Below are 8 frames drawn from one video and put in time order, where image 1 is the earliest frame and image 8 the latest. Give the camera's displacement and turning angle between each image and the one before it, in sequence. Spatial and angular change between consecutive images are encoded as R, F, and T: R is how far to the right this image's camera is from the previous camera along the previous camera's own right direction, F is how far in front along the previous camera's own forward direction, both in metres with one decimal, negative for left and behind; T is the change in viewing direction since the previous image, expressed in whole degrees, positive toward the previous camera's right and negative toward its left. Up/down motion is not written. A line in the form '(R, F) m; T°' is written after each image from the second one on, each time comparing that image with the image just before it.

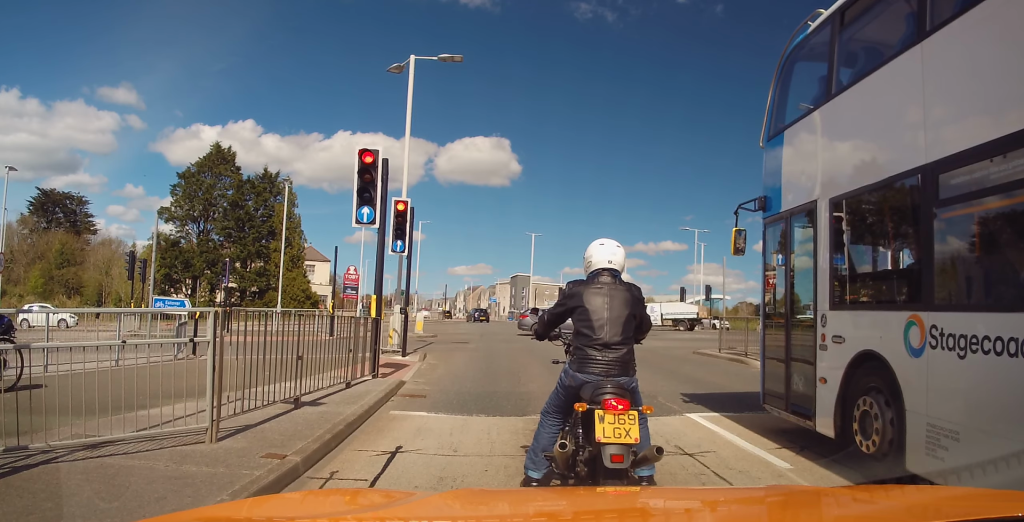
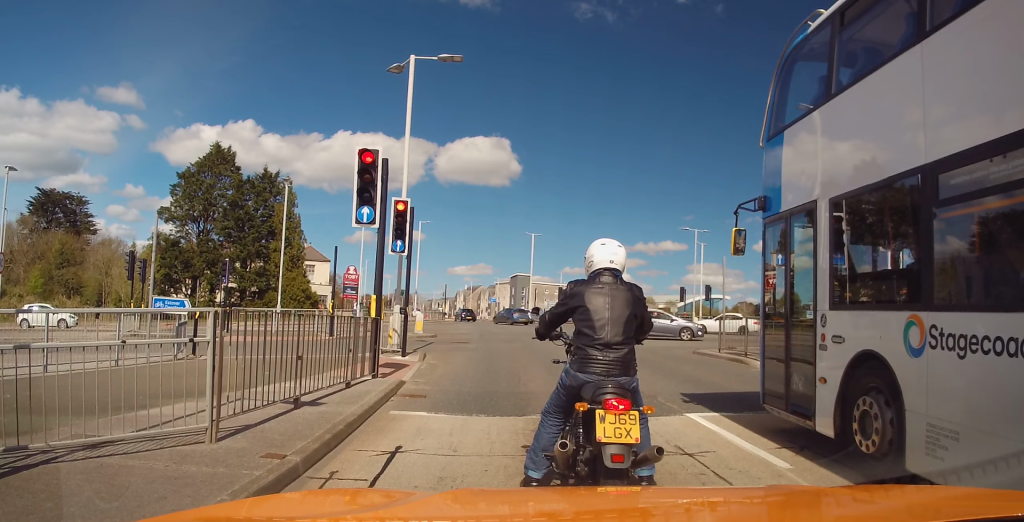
(0.0, 0.0) m; 0°
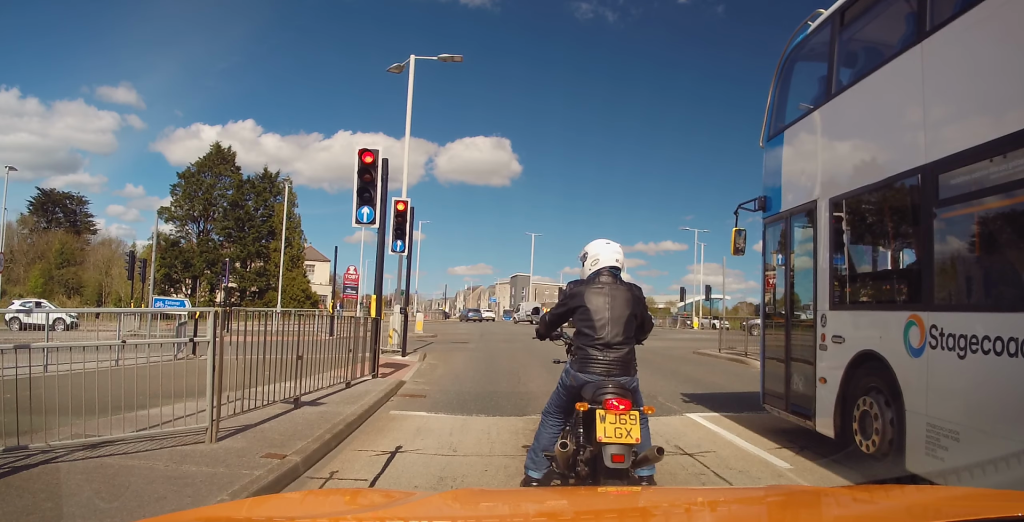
(0.0, 0.0) m; 0°
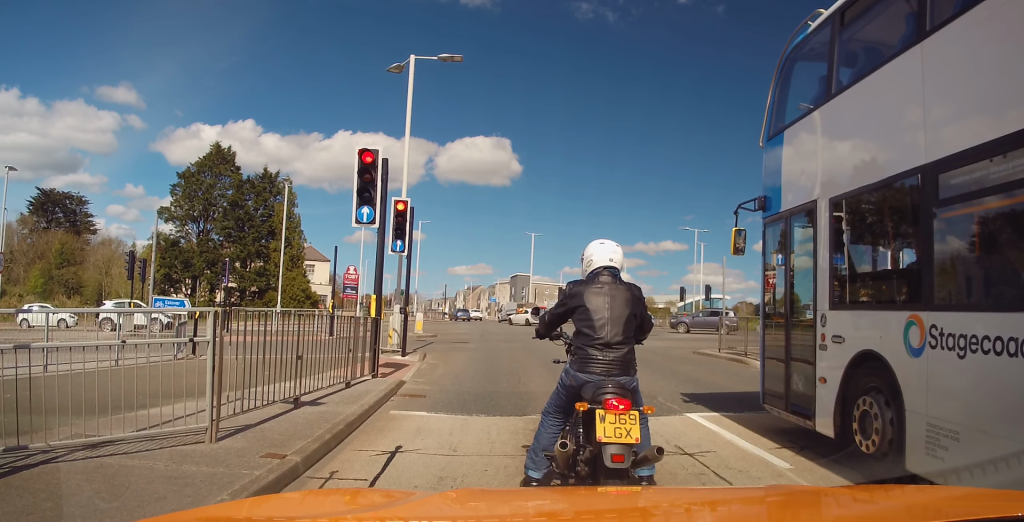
(0.0, 0.0) m; 0°
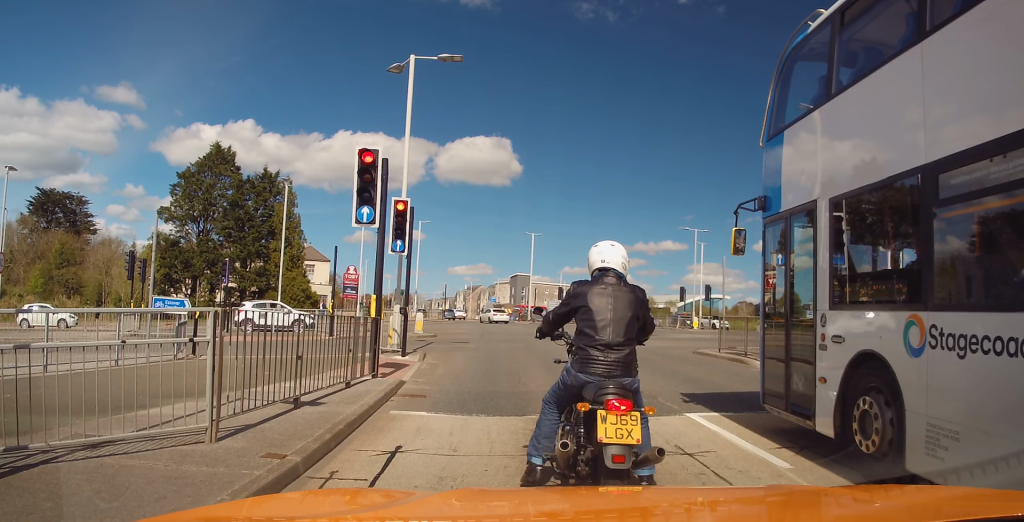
(0.0, 0.0) m; 0°
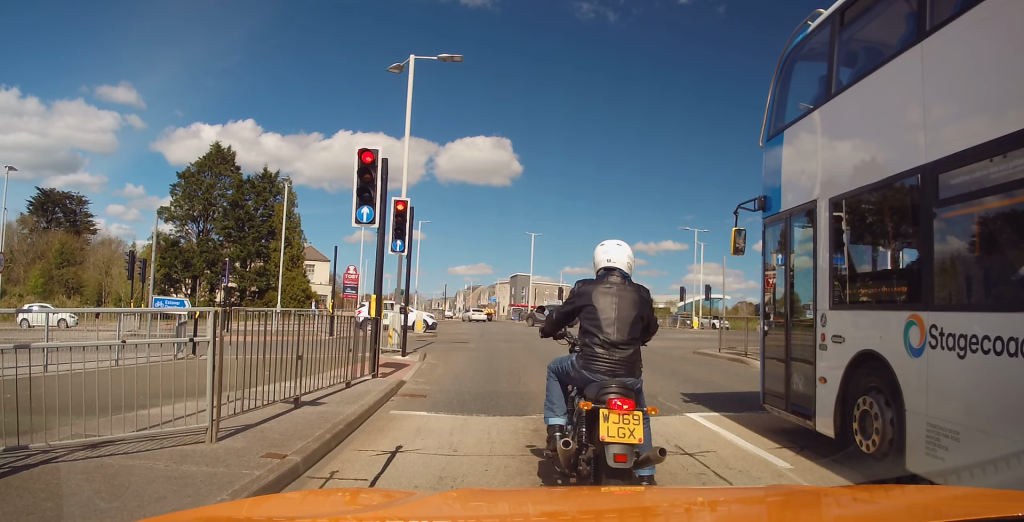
(0.0, 0.0) m; 0°
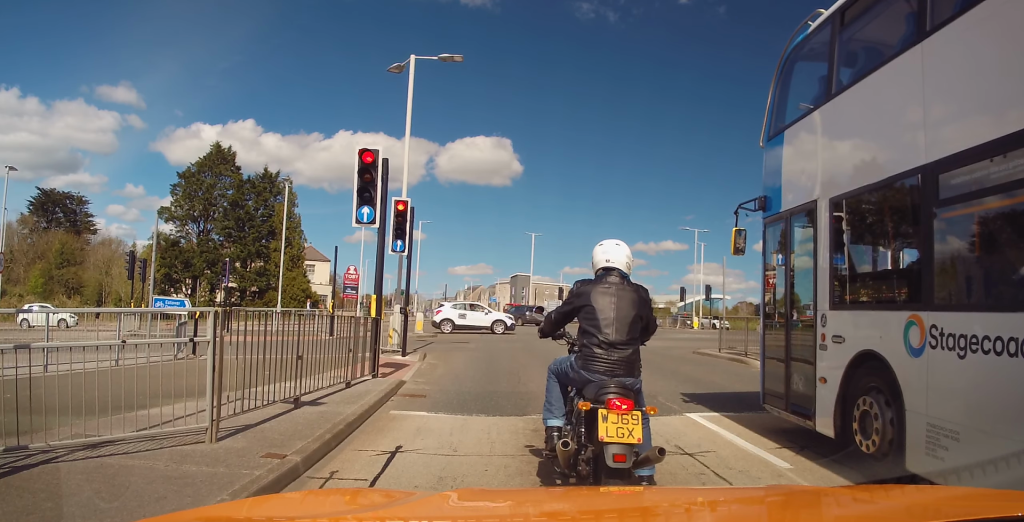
(0.0, 0.0) m; 0°
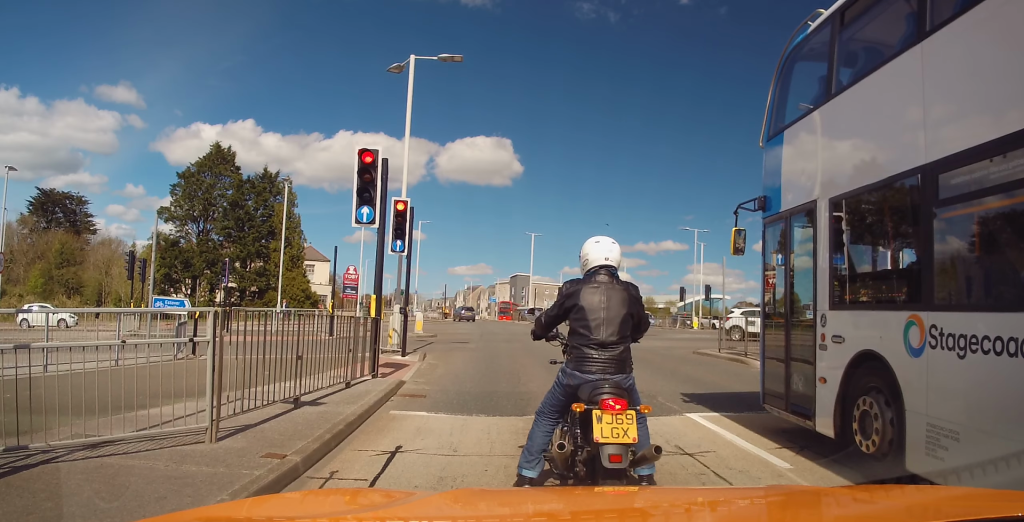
(0.0, 0.0) m; 0°
